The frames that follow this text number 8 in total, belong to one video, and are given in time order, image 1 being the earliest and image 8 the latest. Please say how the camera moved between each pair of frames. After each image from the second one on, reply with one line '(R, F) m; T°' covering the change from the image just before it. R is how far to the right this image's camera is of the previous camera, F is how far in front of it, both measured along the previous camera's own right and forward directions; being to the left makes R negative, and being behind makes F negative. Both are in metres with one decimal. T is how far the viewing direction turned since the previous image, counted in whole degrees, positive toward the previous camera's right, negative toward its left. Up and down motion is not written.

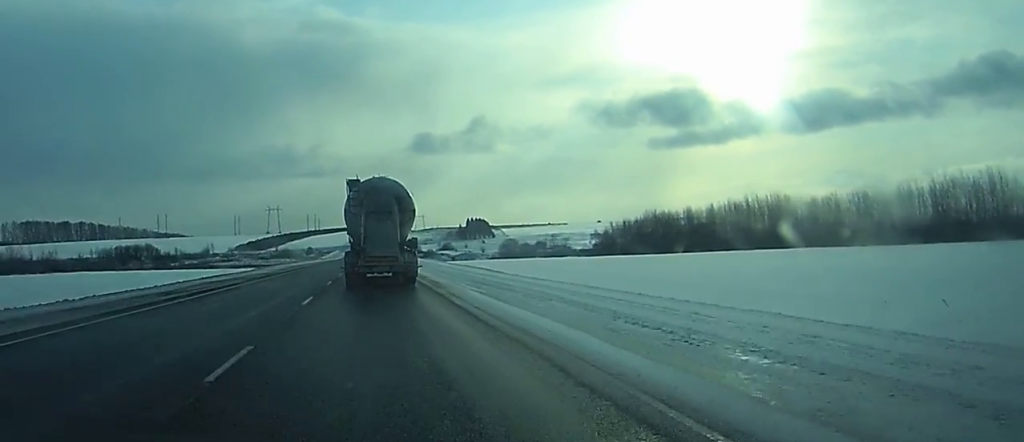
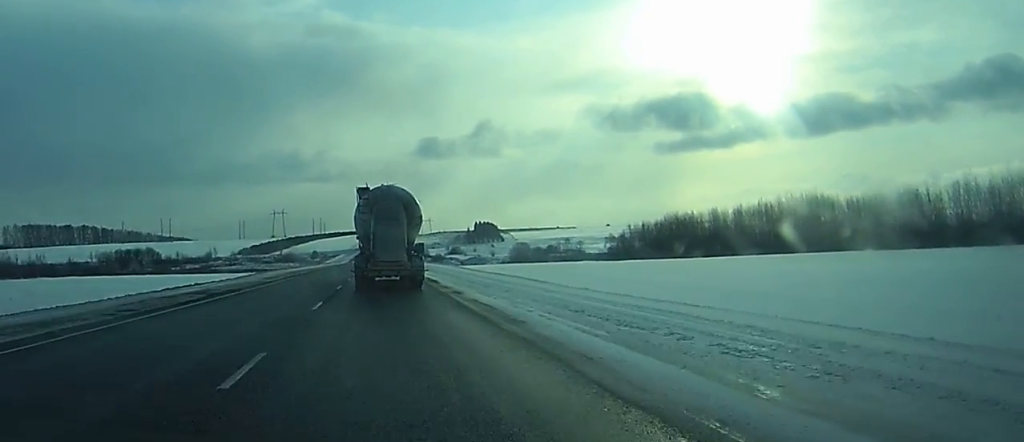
(-0.1, +12.3) m; 0°
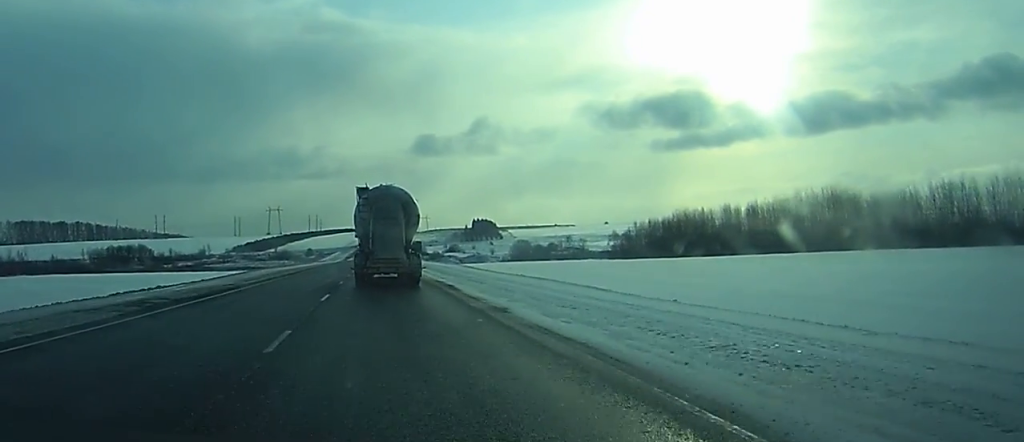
(0.0, +9.1) m; 0°
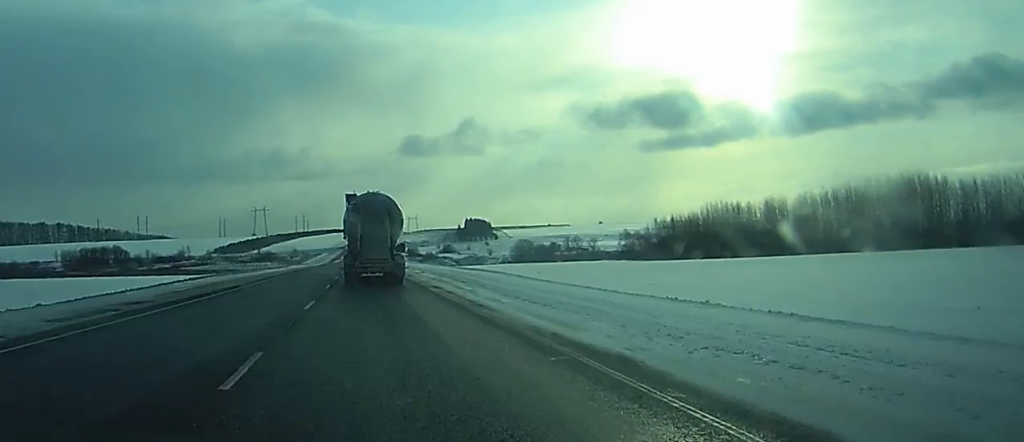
(-0.1, +26.8) m; 0°
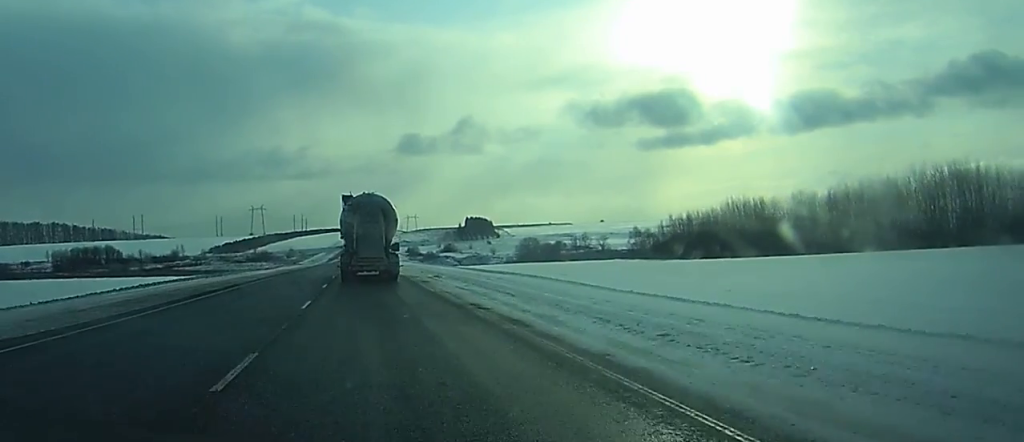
(0.0, +11.9) m; 0°
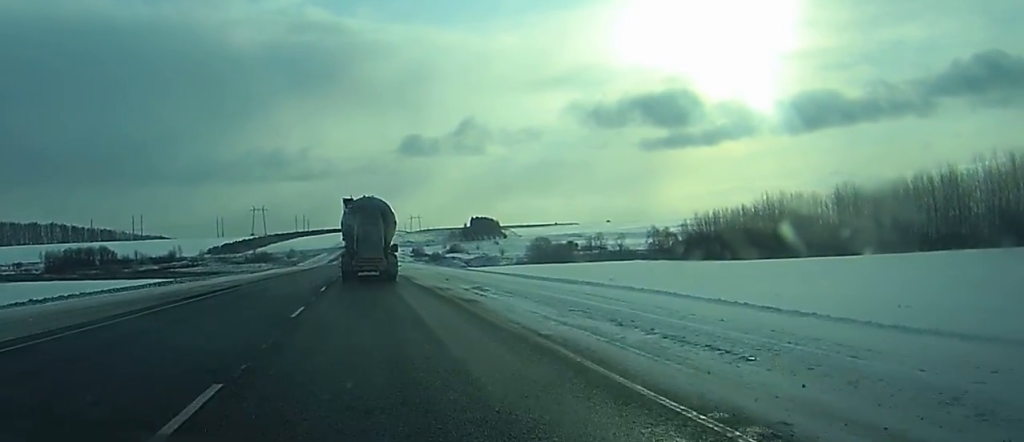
(+0.1, +14.8) m; 0°
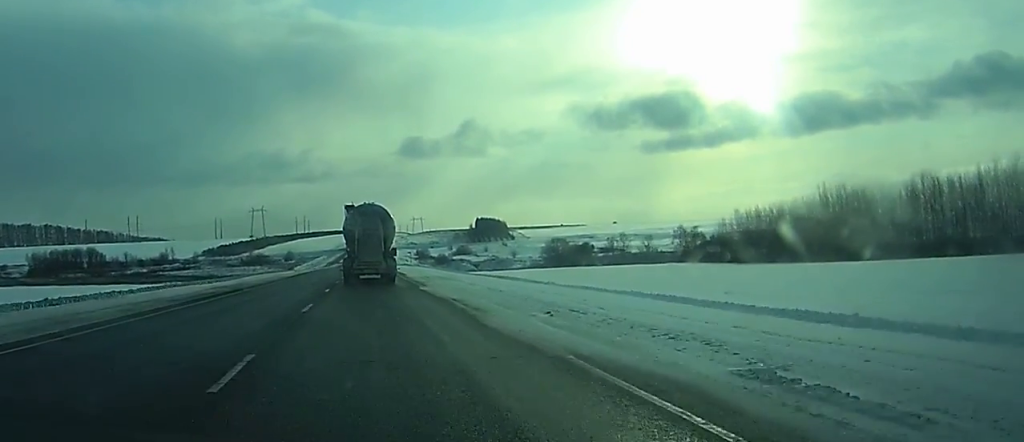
(0.0, +21.1) m; 0°
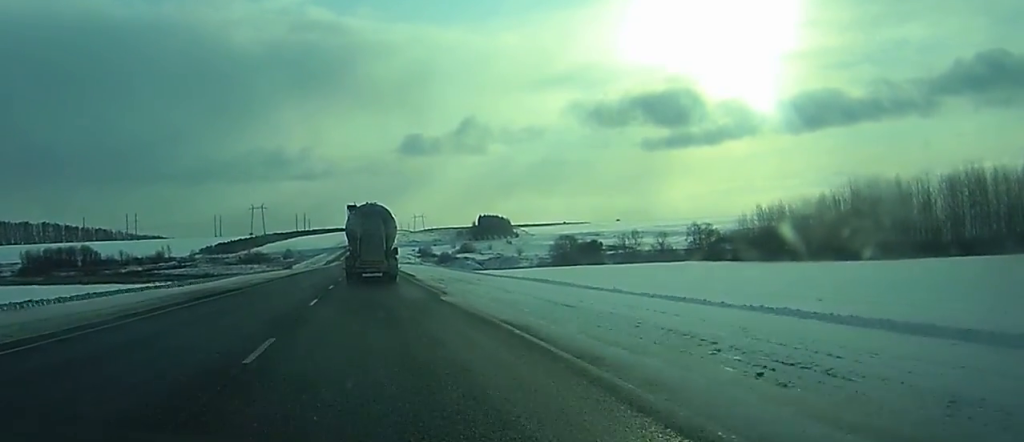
(0.0, +9.6) m; 0°
